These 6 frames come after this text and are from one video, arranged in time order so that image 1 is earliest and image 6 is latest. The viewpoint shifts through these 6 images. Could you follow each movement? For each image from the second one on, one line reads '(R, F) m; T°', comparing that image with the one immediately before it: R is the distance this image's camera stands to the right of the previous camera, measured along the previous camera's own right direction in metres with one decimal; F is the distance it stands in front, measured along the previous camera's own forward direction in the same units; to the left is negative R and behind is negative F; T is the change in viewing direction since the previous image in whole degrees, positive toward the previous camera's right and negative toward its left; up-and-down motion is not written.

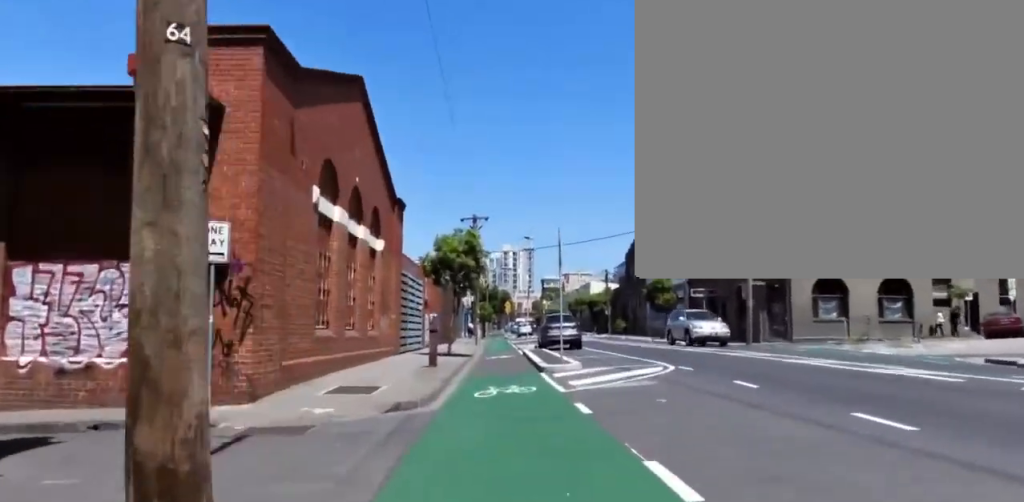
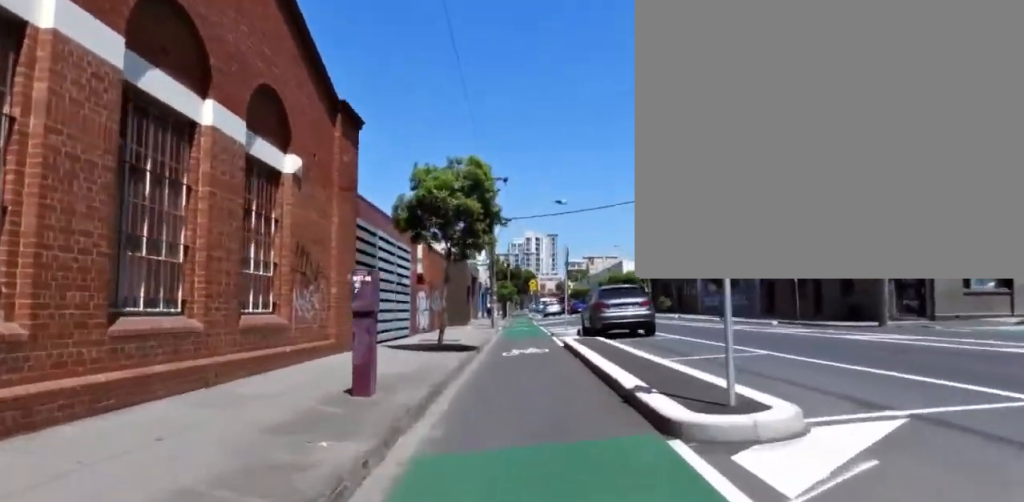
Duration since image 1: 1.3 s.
(+0.7, +10.0) m; -3°
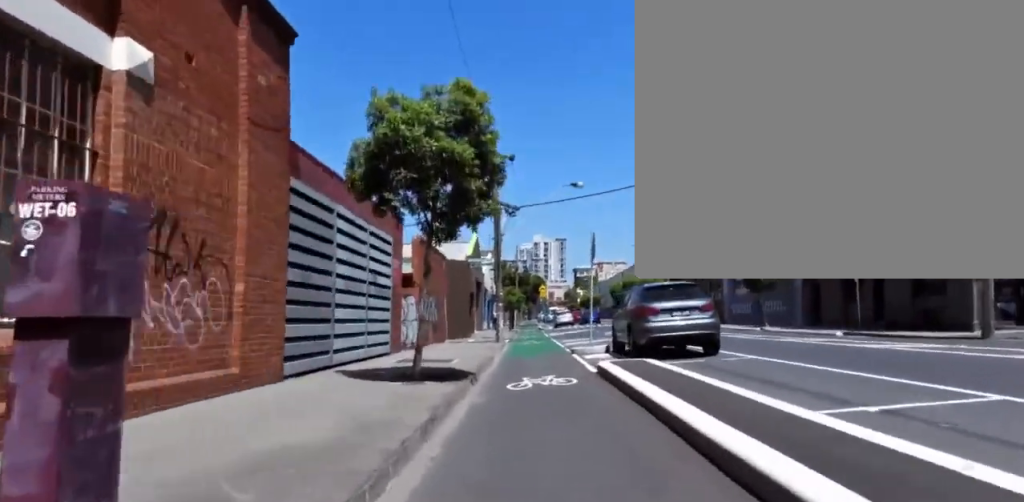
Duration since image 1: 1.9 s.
(-0.5, +4.8) m; -5°
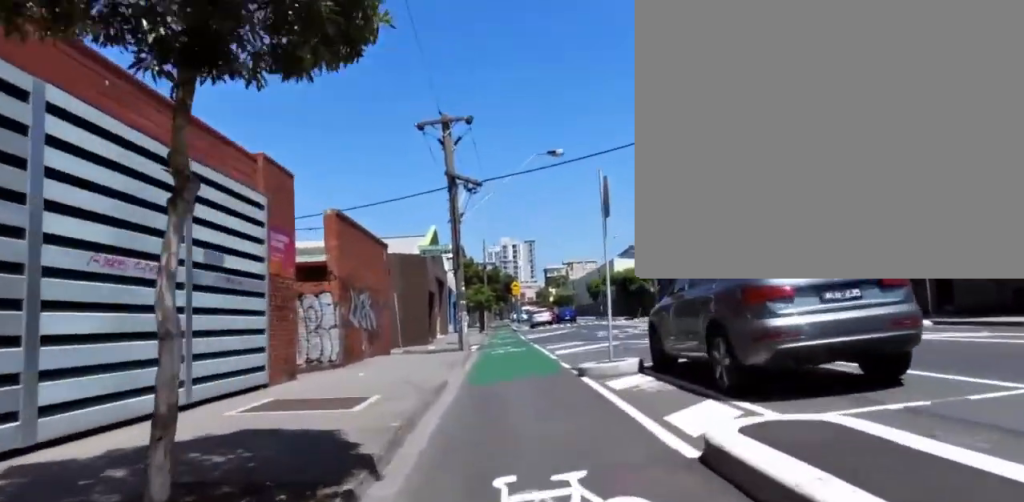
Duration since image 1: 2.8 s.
(0.0, +6.8) m; +3°
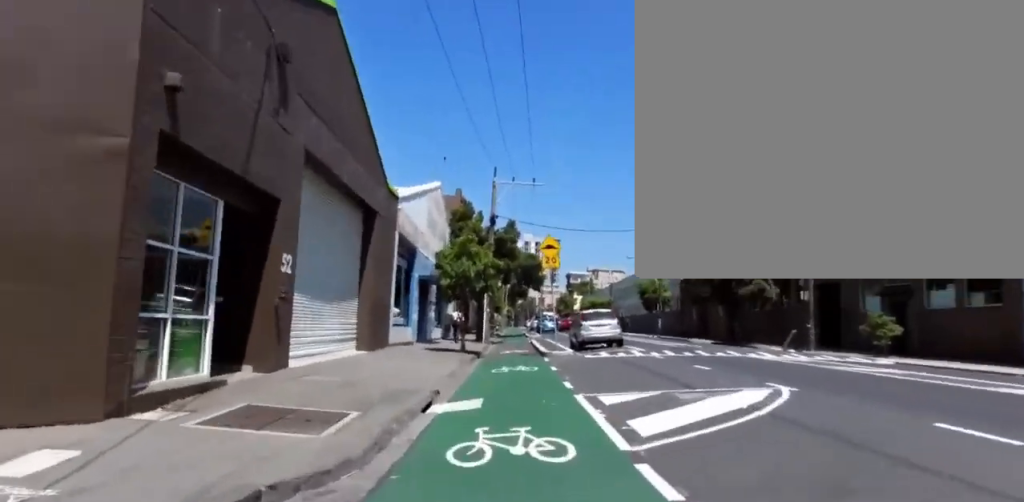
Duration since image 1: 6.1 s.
(+3.1, +24.8) m; +4°
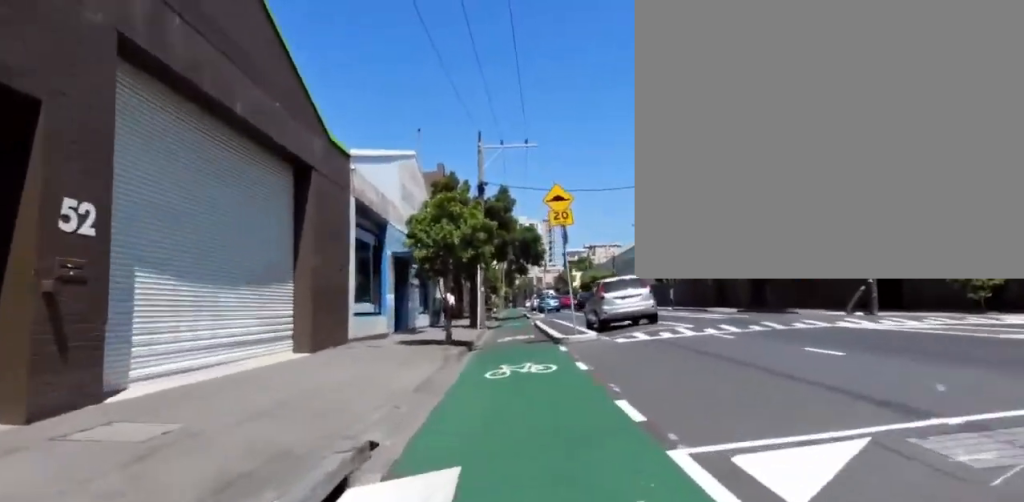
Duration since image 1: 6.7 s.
(-0.7, +5.5) m; -6°
